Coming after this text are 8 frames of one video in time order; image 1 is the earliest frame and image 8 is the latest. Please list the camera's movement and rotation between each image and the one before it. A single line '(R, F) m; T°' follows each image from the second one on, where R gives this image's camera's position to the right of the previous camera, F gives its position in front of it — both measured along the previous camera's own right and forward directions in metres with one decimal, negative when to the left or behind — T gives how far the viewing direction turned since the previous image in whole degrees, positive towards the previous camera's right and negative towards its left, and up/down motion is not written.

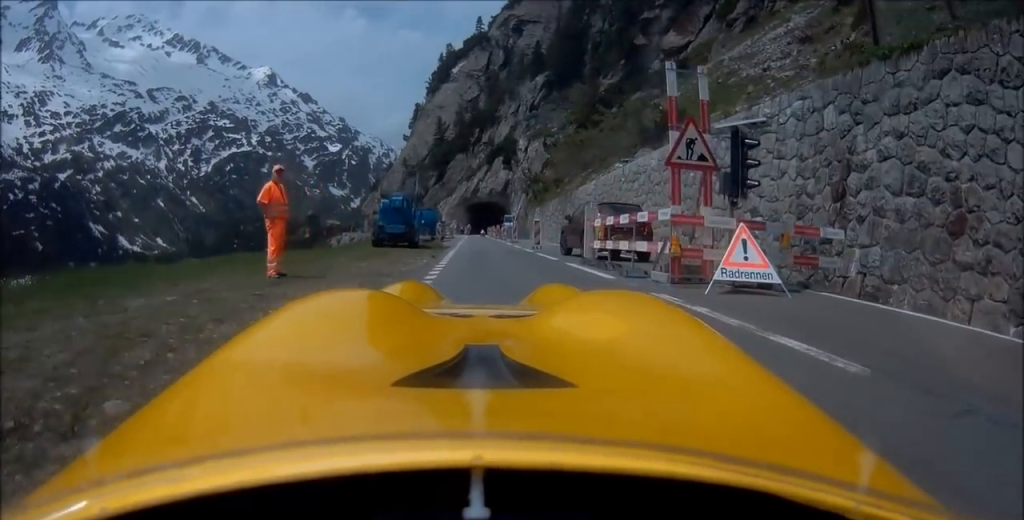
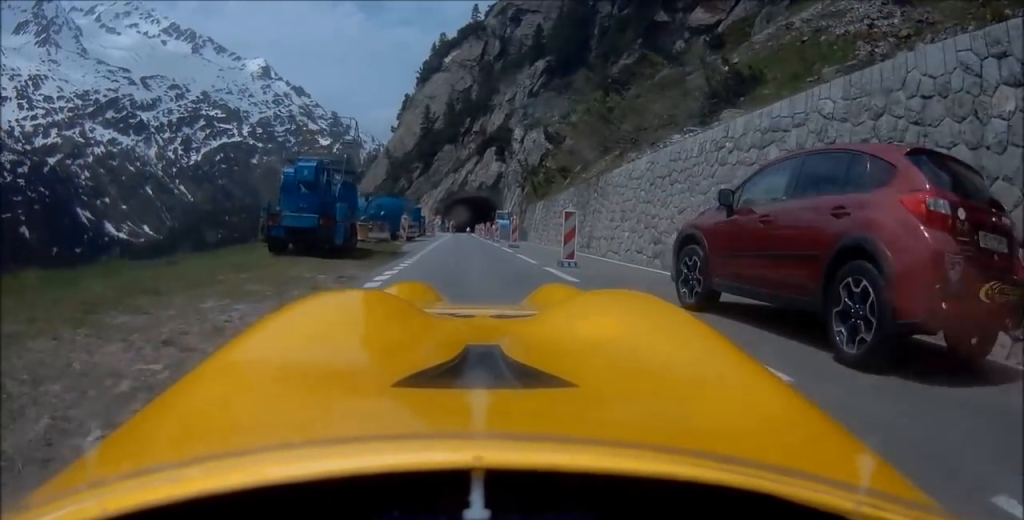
(-0.1, +12.0) m; 0°
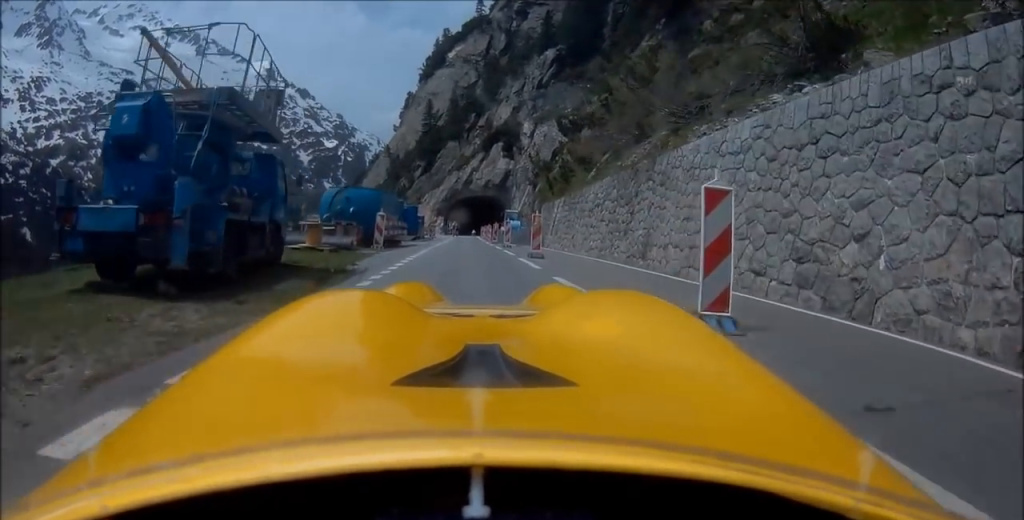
(-0.2, +7.5) m; +2°
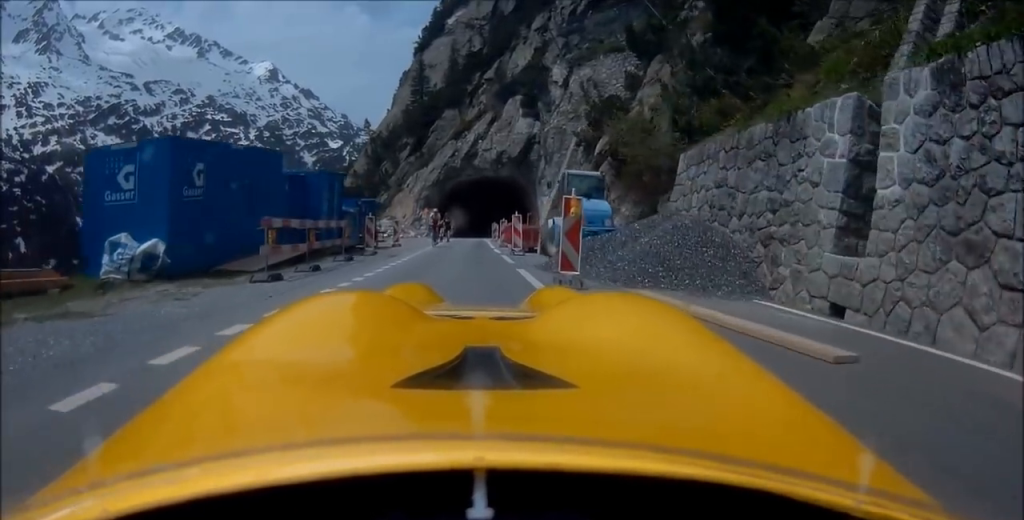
(-0.2, +28.3) m; -7°
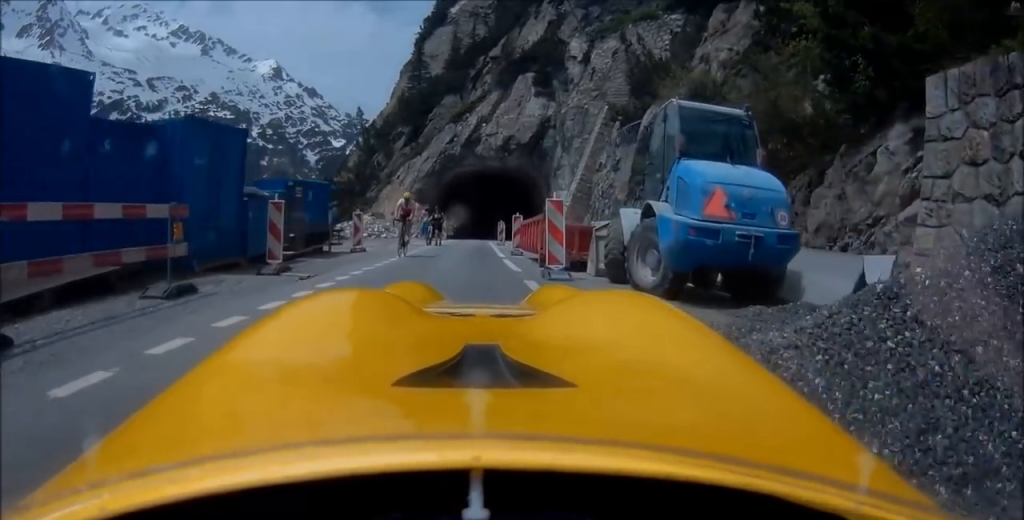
(-0.5, +8.8) m; -1°
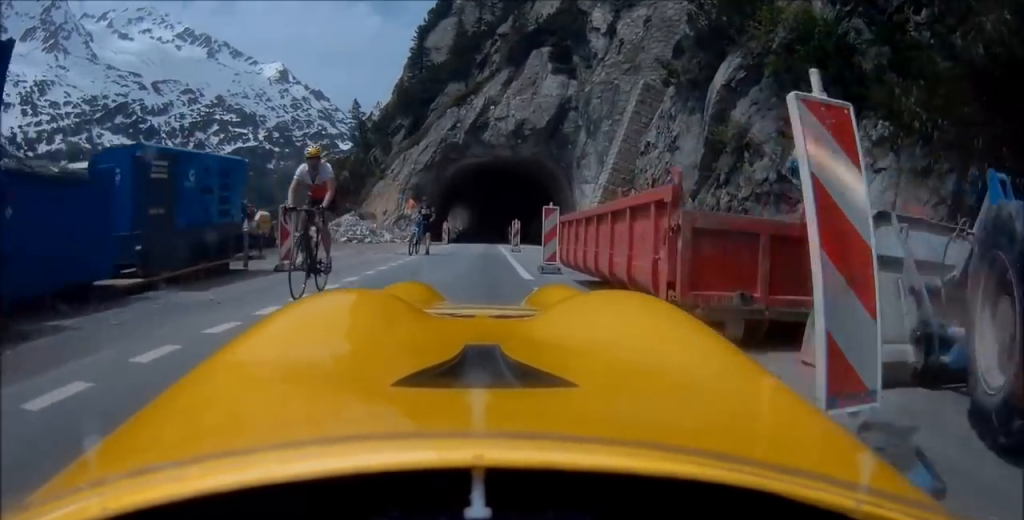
(0.0, +7.1) m; 0°
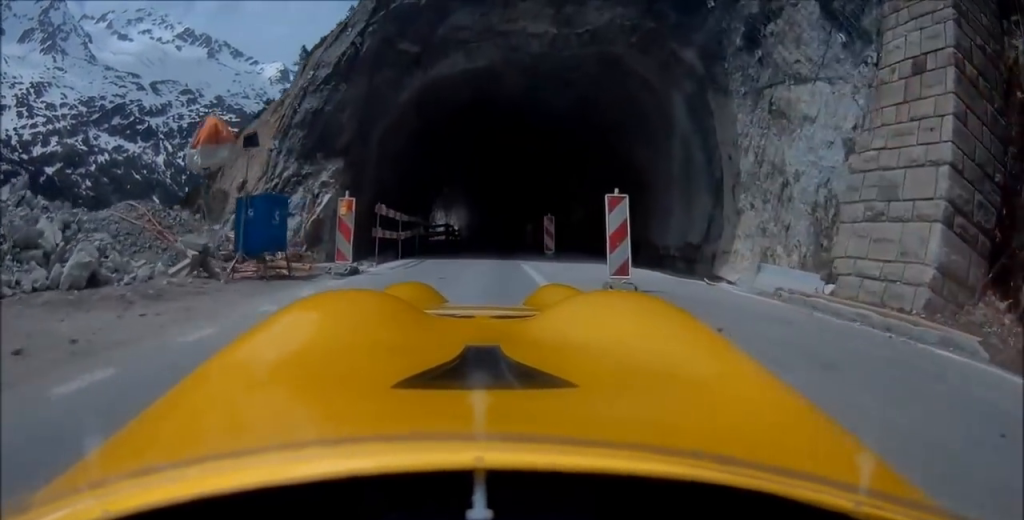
(-0.1, +23.1) m; -2°
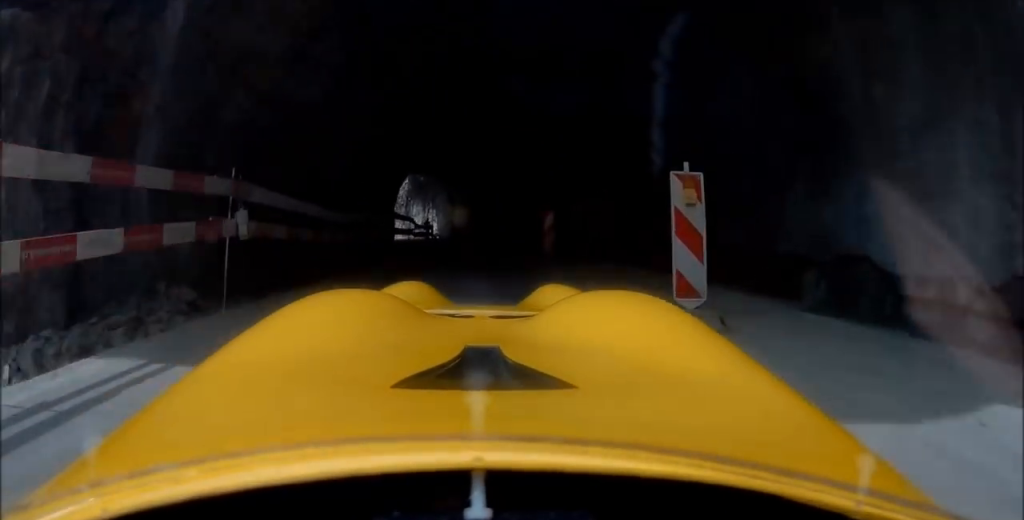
(-0.1, +12.5) m; -1°
